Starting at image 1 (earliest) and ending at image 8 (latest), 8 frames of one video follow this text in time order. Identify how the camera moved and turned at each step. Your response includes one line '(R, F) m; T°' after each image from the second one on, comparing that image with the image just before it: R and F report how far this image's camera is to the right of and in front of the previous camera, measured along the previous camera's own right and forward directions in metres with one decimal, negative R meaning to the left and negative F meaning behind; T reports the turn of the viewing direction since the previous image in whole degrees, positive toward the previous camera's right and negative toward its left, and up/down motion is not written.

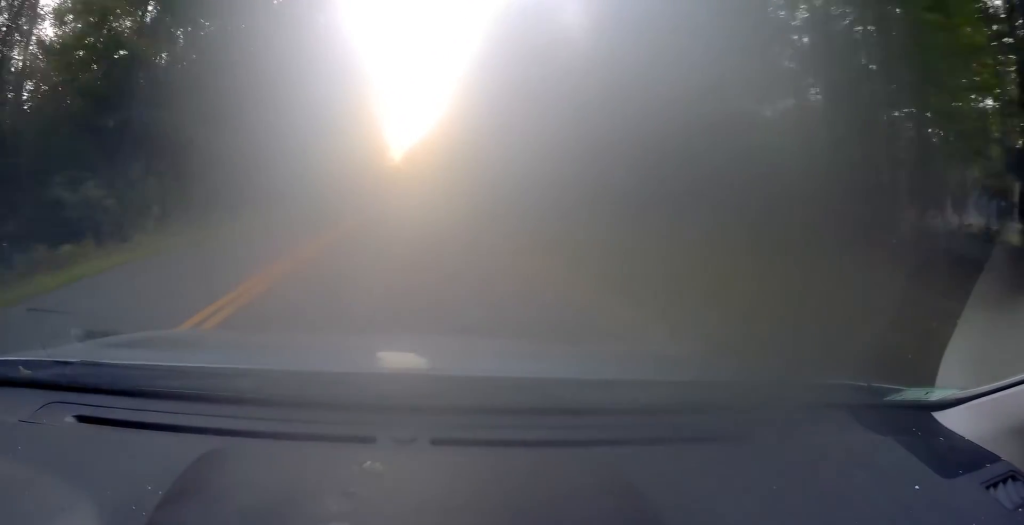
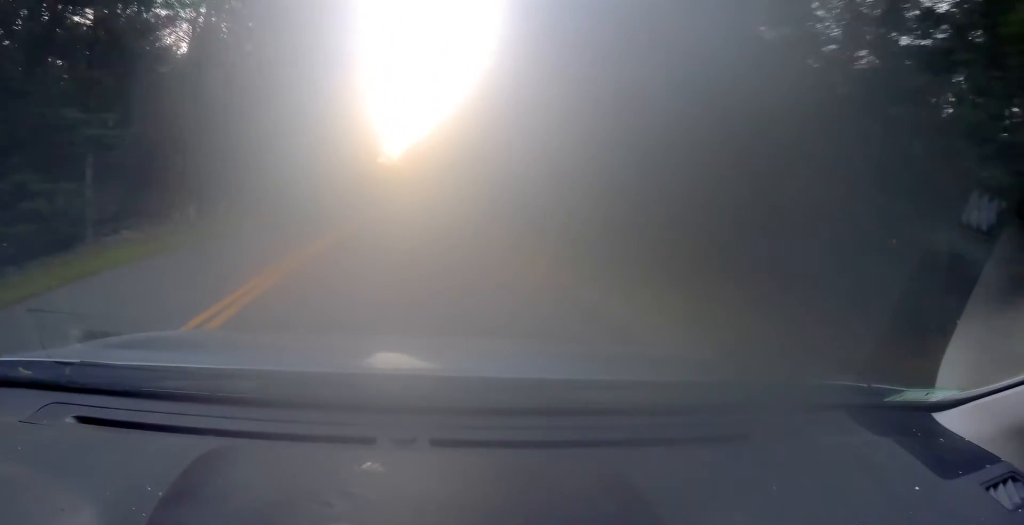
(-0.1, +19.3) m; 0°
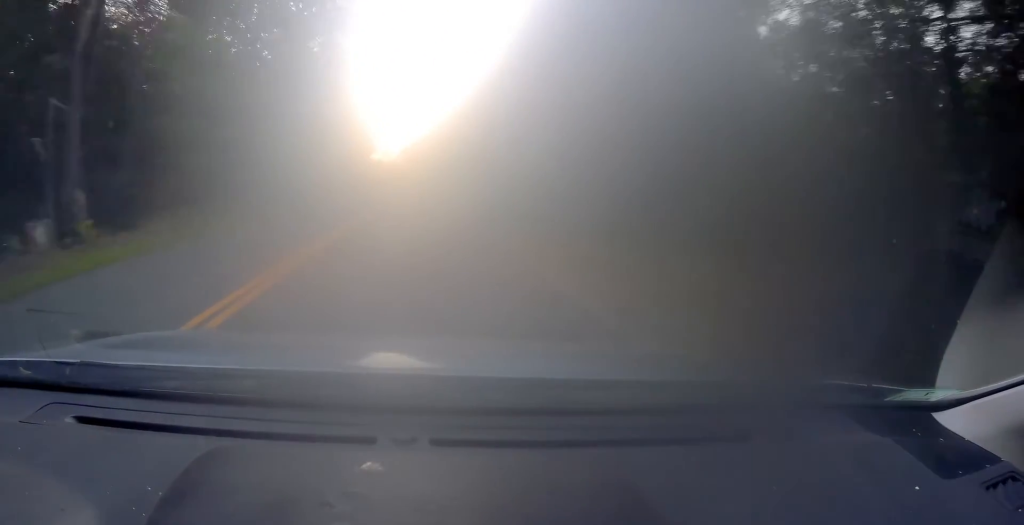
(0.0, +9.1) m; 0°
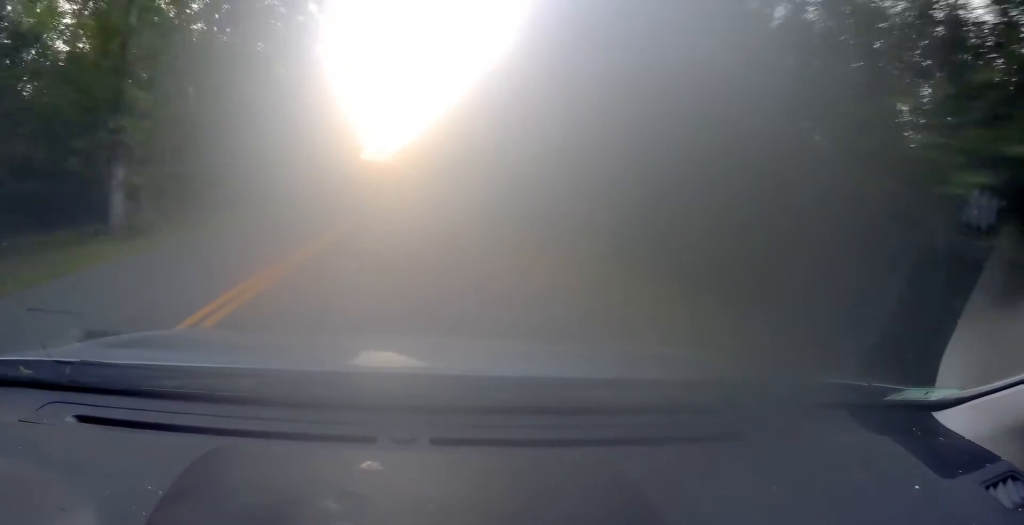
(0.0, +12.1) m; +1°
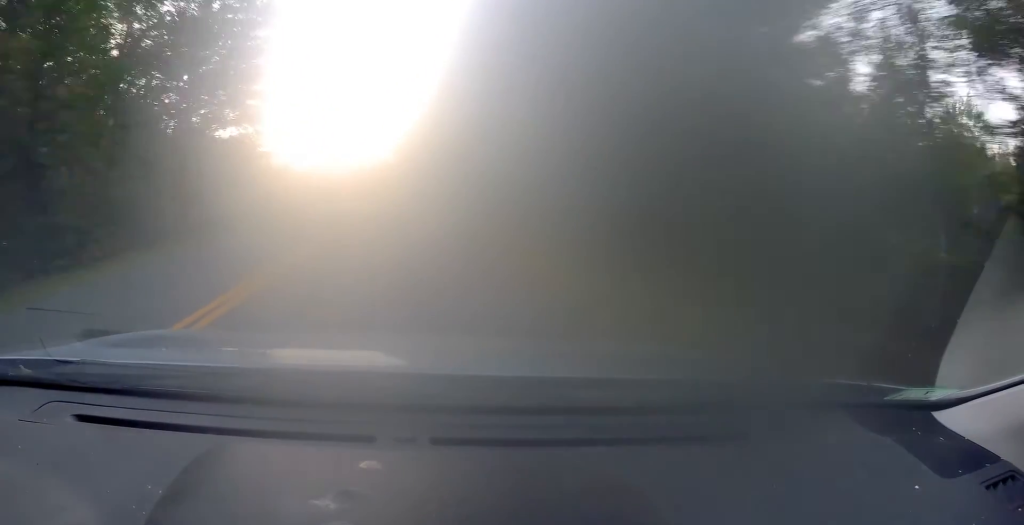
(0.0, +40.8) m; -2°
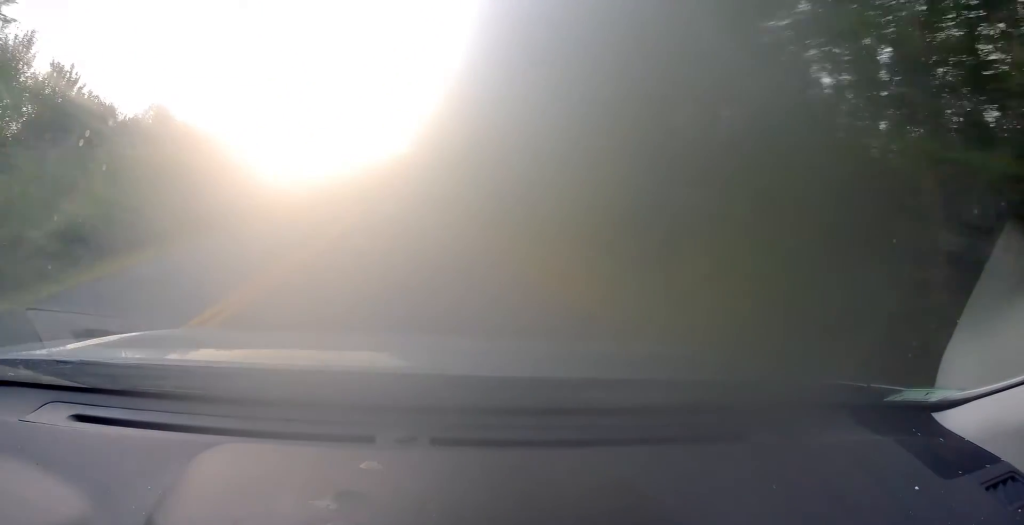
(-0.3, +19.8) m; -2°
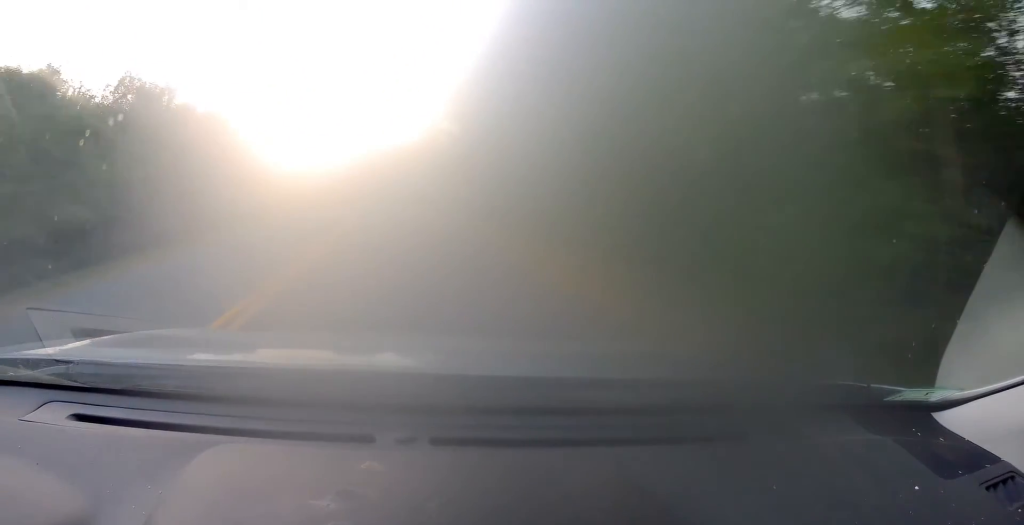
(-0.4, +19.4) m; -3°
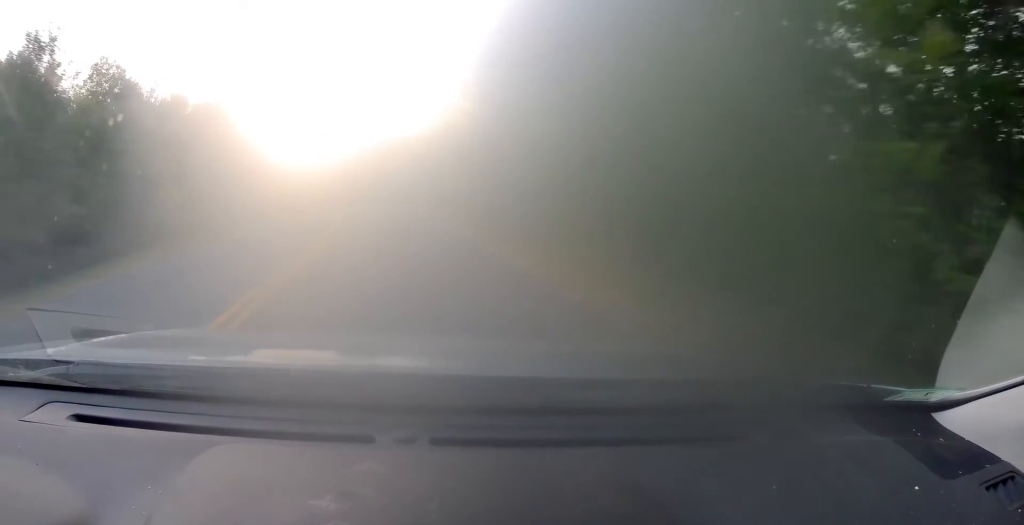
(0.0, +8.6) m; -2°
